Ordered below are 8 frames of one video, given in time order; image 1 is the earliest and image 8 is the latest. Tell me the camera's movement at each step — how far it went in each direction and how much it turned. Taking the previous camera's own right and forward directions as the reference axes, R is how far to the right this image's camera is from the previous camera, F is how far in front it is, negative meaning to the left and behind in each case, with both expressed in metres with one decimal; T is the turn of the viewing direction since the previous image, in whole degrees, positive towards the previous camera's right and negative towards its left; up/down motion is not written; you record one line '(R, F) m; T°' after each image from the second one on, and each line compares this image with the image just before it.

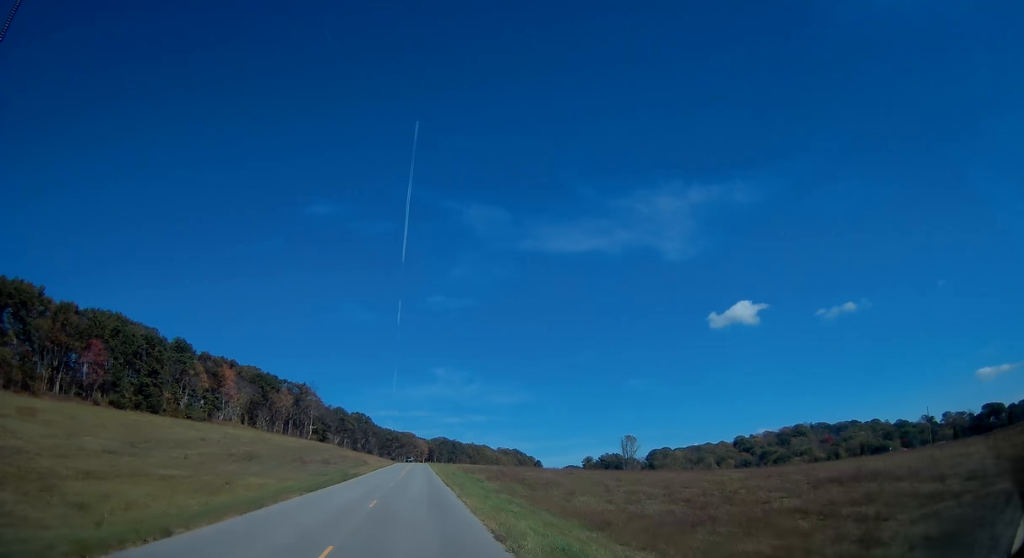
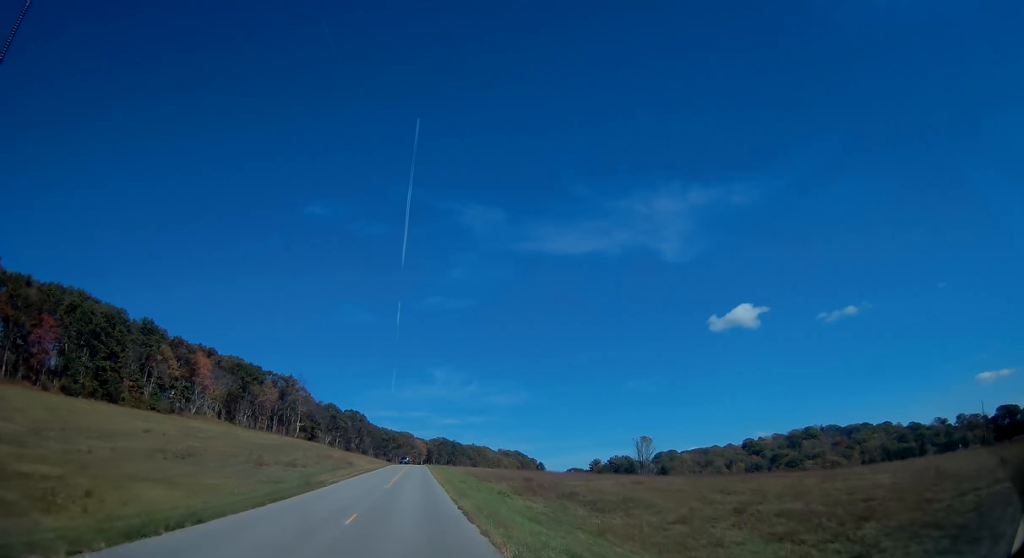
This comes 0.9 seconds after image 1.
(0.0, +17.6) m; 0°
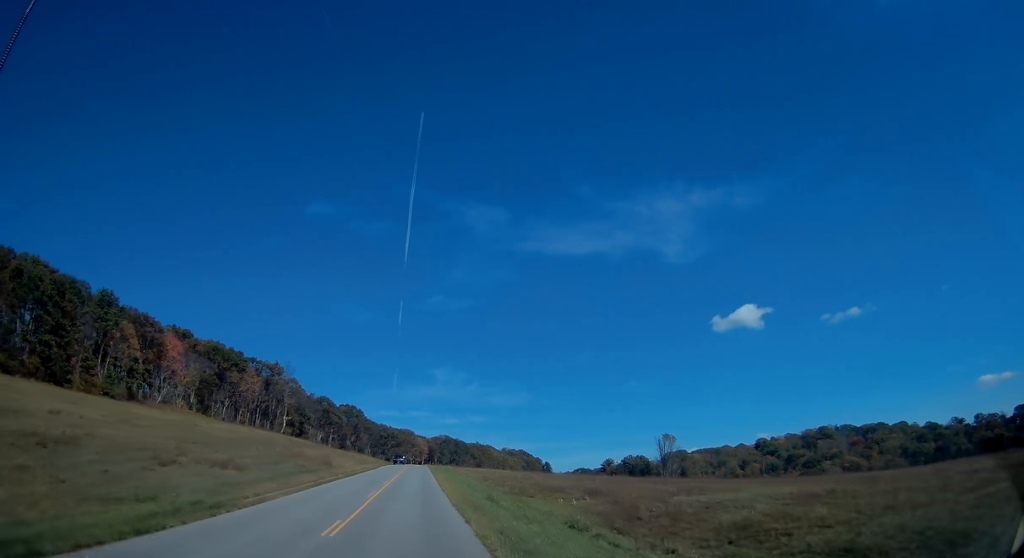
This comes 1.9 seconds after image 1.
(0.0, +18.9) m; 0°
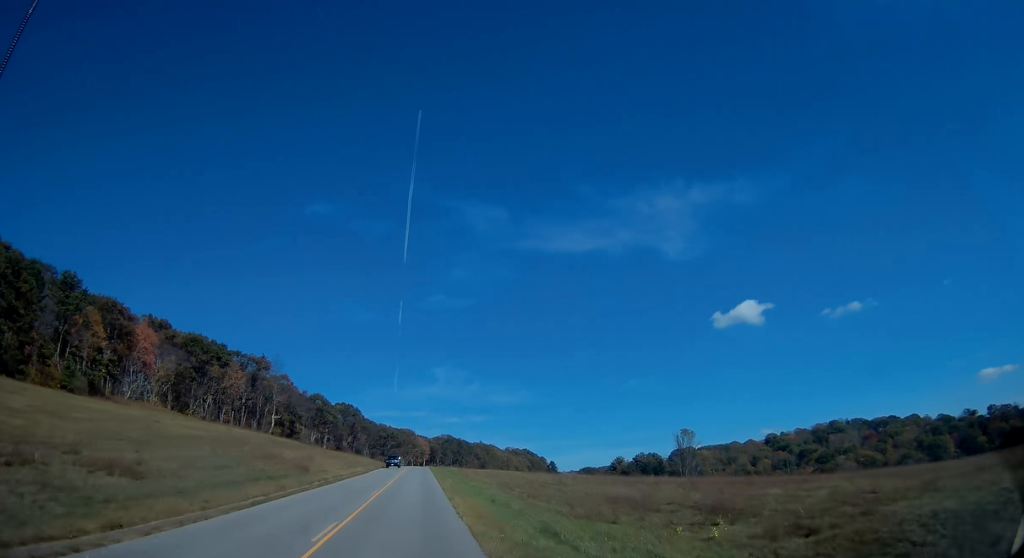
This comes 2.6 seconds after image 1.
(0.0, +13.2) m; 0°
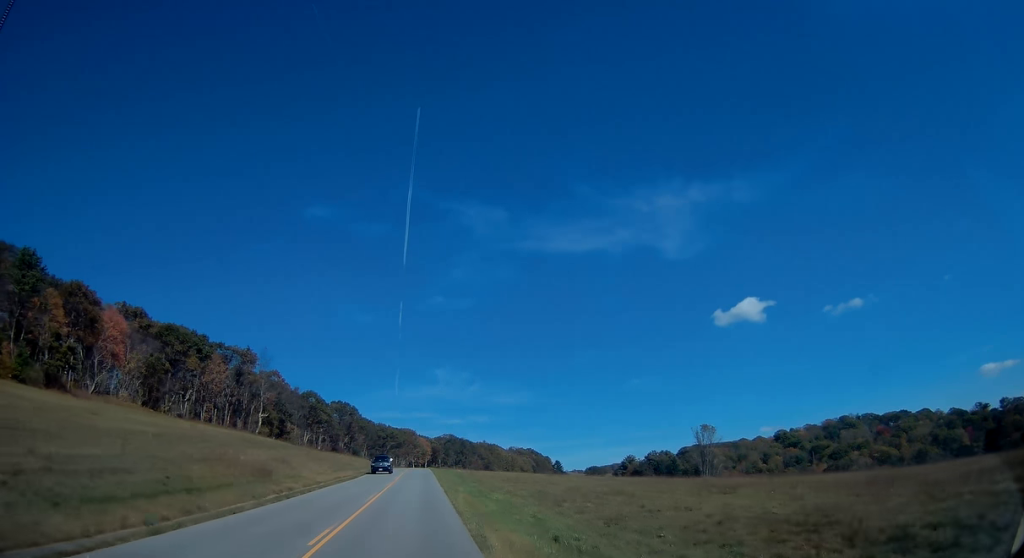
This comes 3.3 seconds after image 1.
(0.0, +12.6) m; 0°
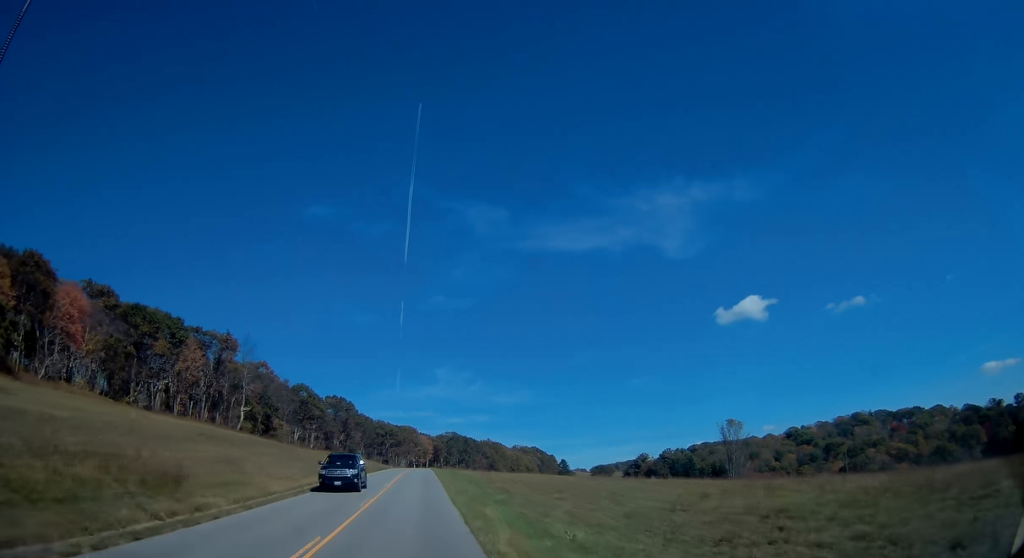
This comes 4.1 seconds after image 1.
(0.0, +14.3) m; -1°
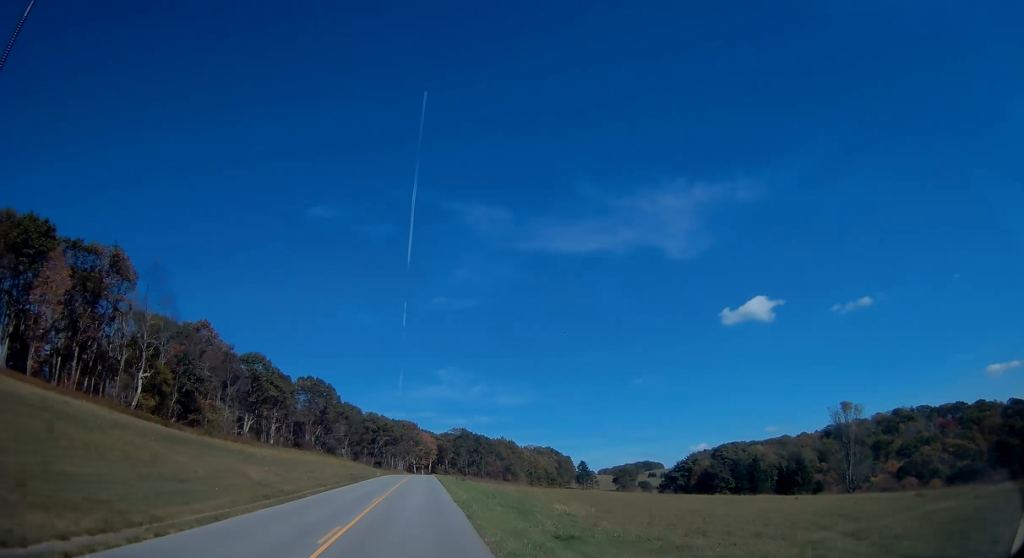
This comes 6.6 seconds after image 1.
(0.0, +46.1) m; 0°
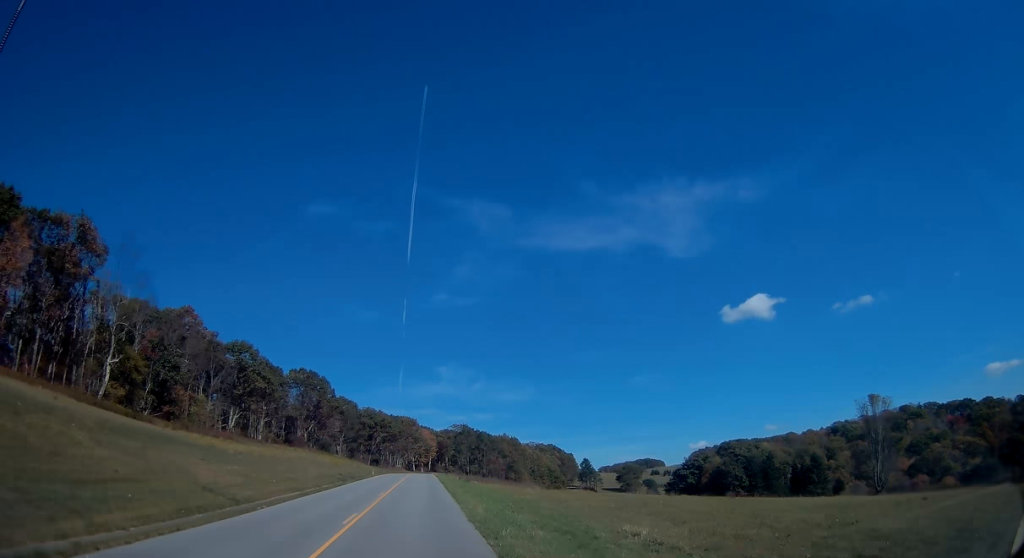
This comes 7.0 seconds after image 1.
(-0.1, +8.6) m; 0°
